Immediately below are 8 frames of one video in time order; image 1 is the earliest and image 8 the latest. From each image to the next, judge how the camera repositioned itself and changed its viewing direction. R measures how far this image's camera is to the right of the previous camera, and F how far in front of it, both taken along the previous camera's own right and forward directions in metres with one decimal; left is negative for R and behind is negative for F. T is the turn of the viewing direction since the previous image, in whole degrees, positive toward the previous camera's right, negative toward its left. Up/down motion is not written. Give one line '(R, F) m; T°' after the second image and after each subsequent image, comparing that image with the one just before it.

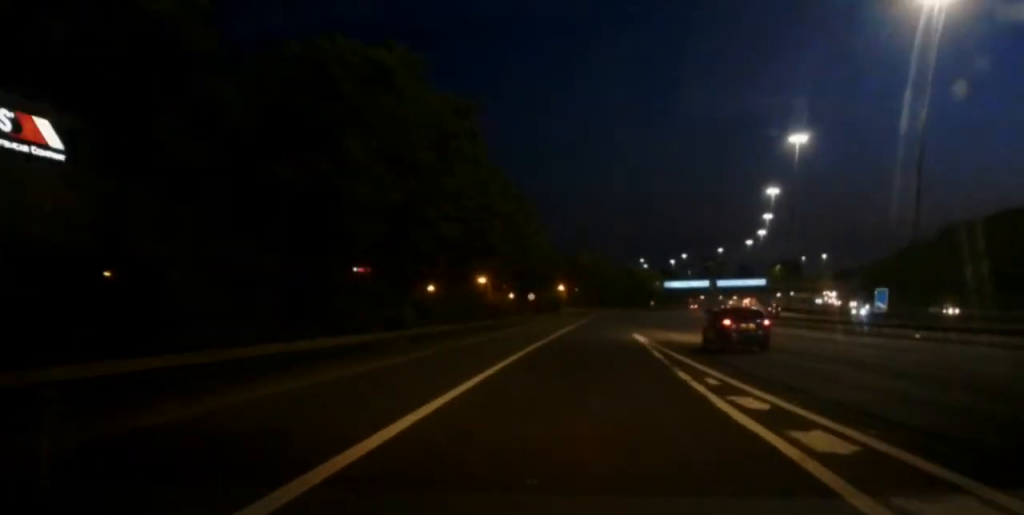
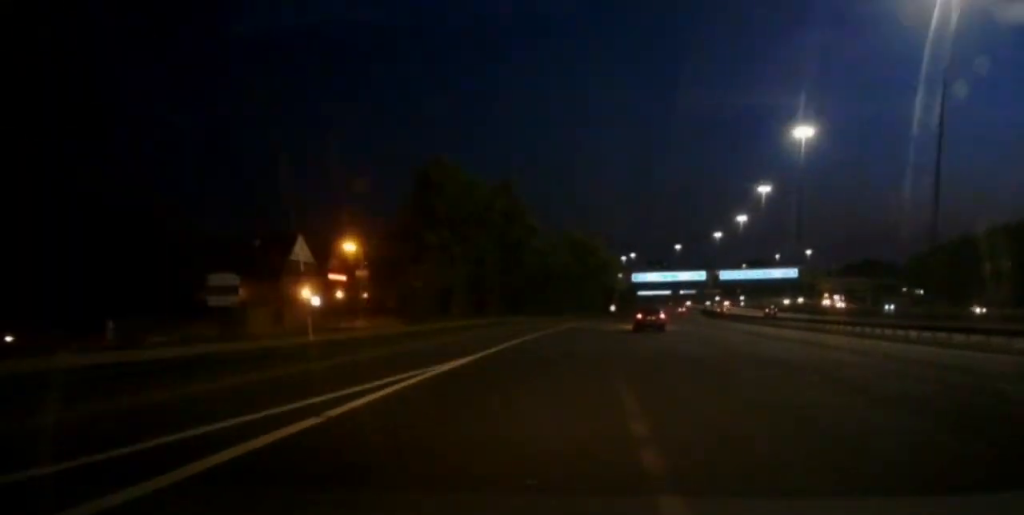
(+6.4, +98.3) m; +4°
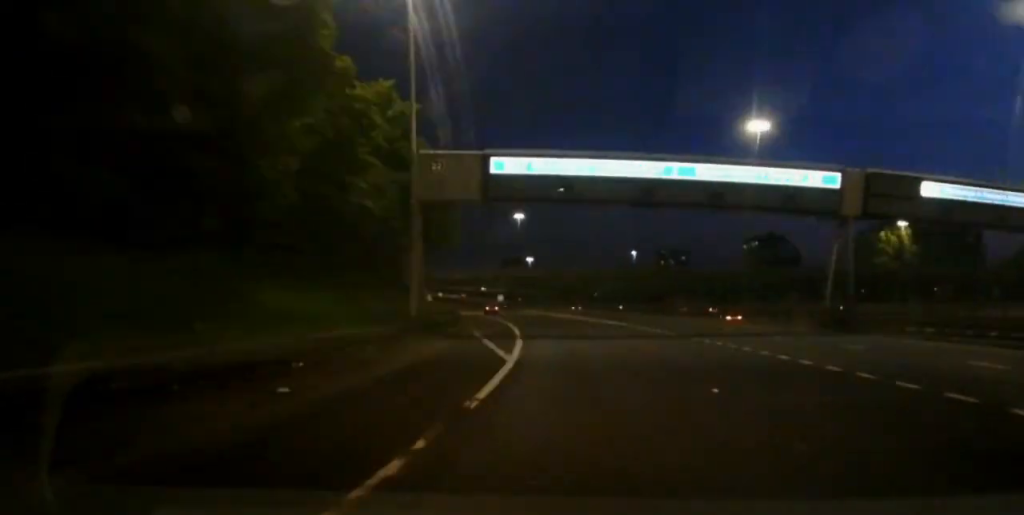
(-5.2, +328.4) m; -12°
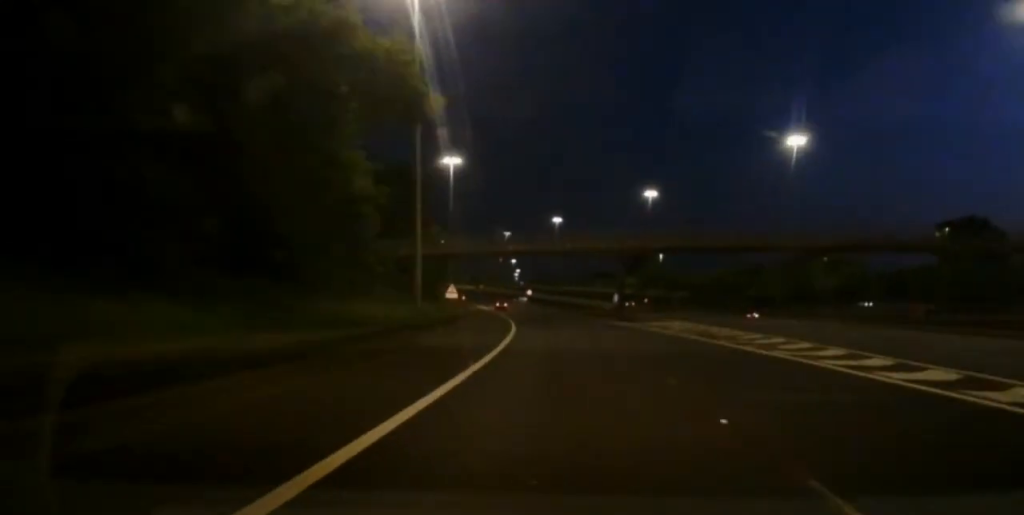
(-0.5, +90.4) m; -6°
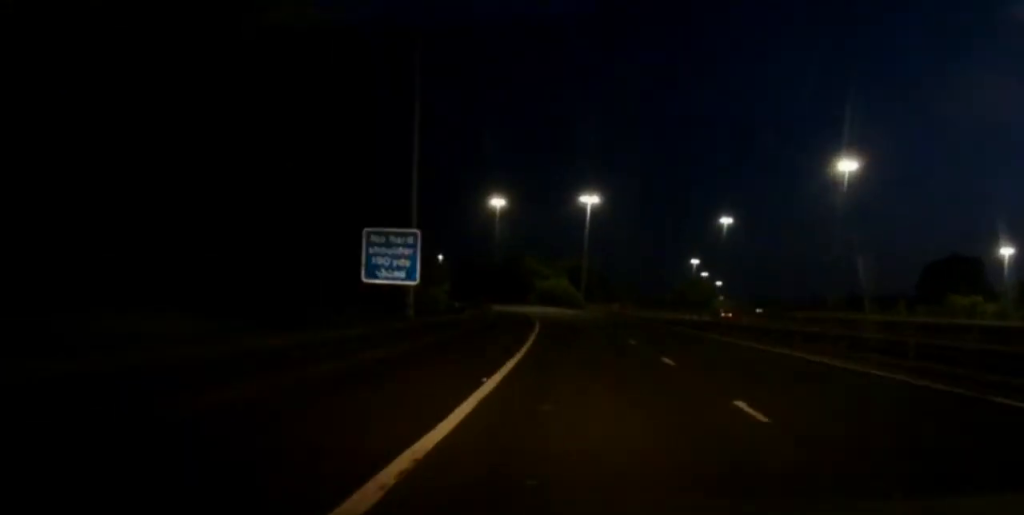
(-26.2, +192.3) m; -19°
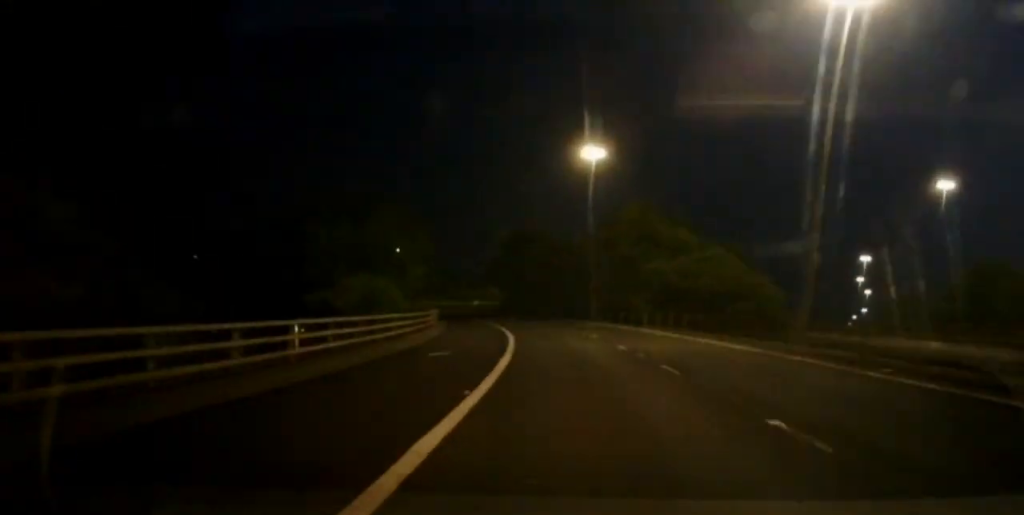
(-15.5, +86.2) m; -16°
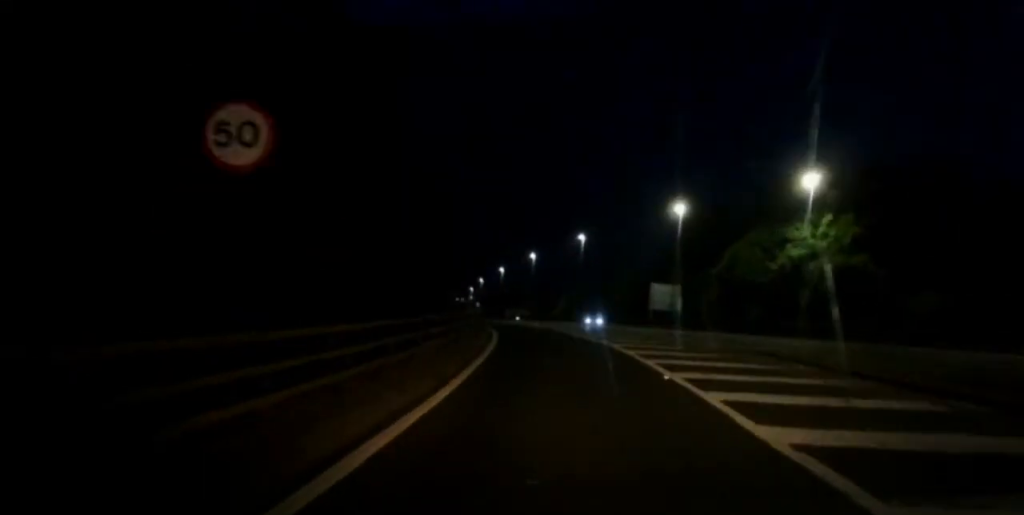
(-51.5, +174.5) m; -28°
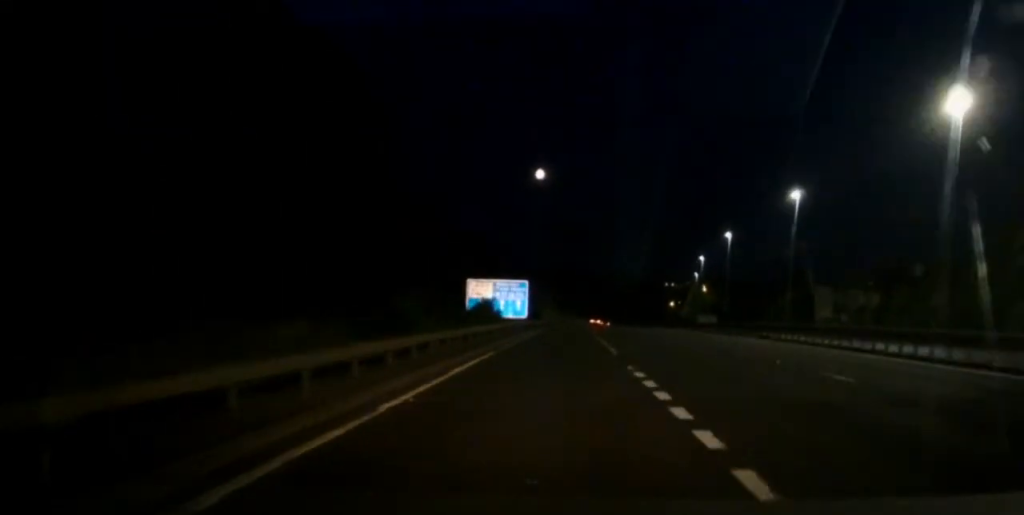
(-12.2, +112.7) m; -3°
